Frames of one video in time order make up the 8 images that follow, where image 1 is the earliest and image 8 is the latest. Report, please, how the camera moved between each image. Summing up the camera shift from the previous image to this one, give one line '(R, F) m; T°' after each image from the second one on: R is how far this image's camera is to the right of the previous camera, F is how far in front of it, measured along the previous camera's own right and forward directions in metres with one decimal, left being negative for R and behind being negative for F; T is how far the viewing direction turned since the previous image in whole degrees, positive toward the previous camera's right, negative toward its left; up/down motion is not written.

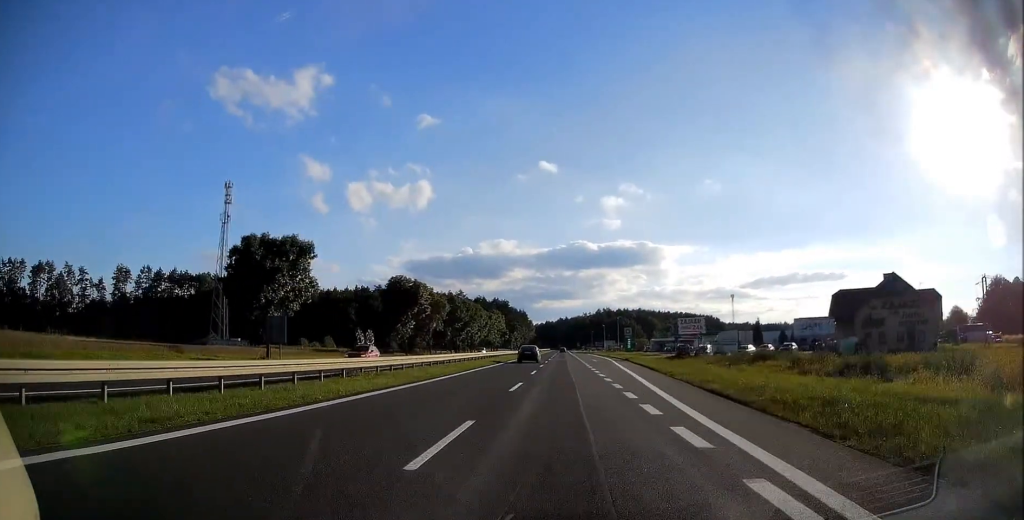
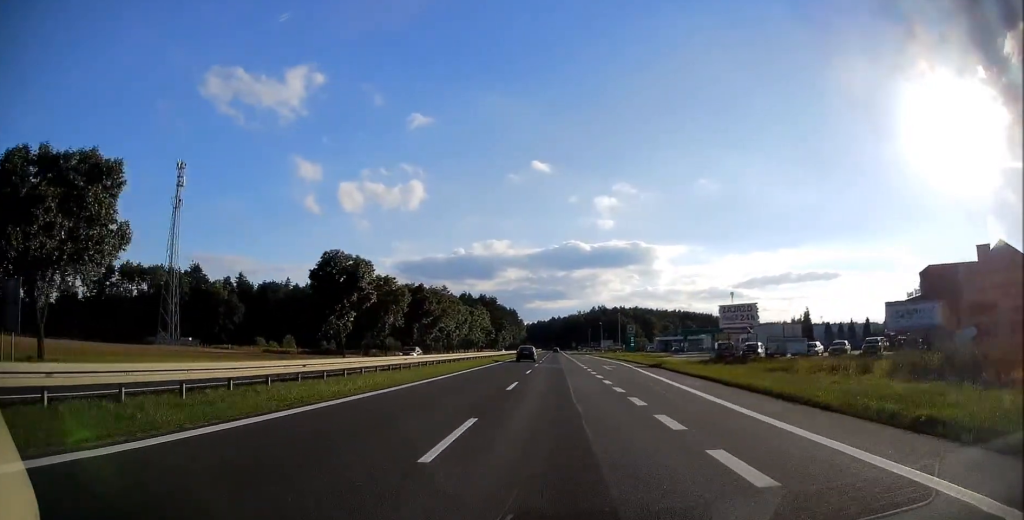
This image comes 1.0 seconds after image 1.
(0.0, +23.2) m; 0°
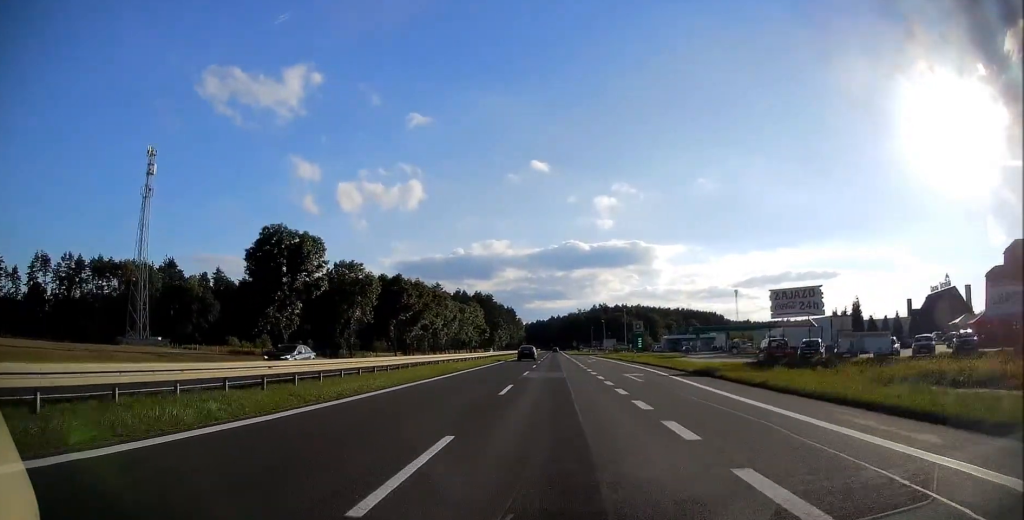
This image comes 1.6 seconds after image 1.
(0.0, +14.1) m; 0°
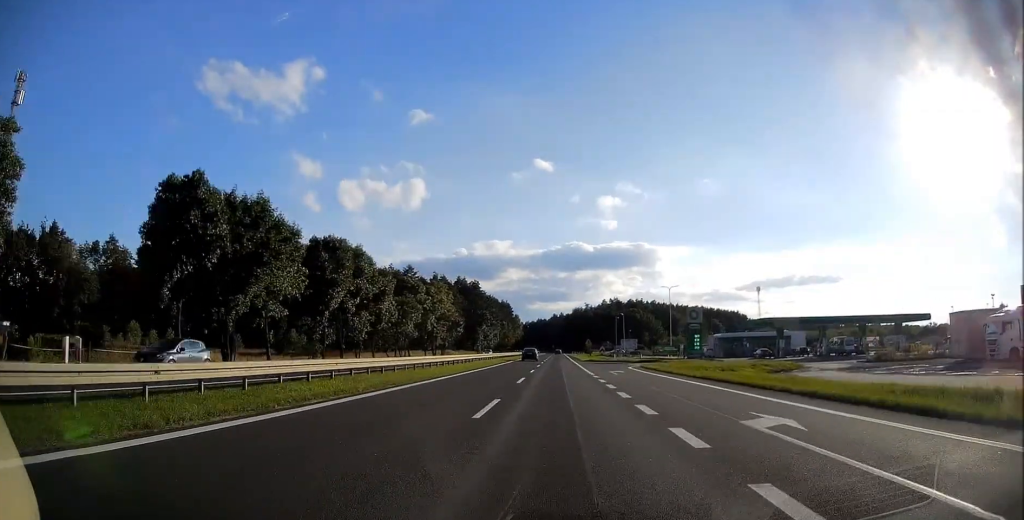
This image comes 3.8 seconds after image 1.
(-0.3, +52.8) m; 0°
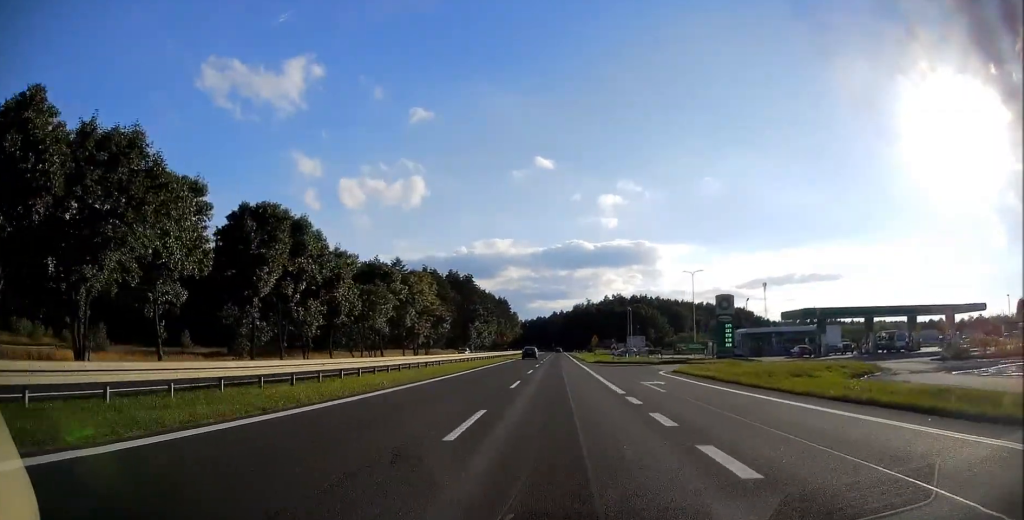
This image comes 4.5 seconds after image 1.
(+0.1, +15.1) m; 0°
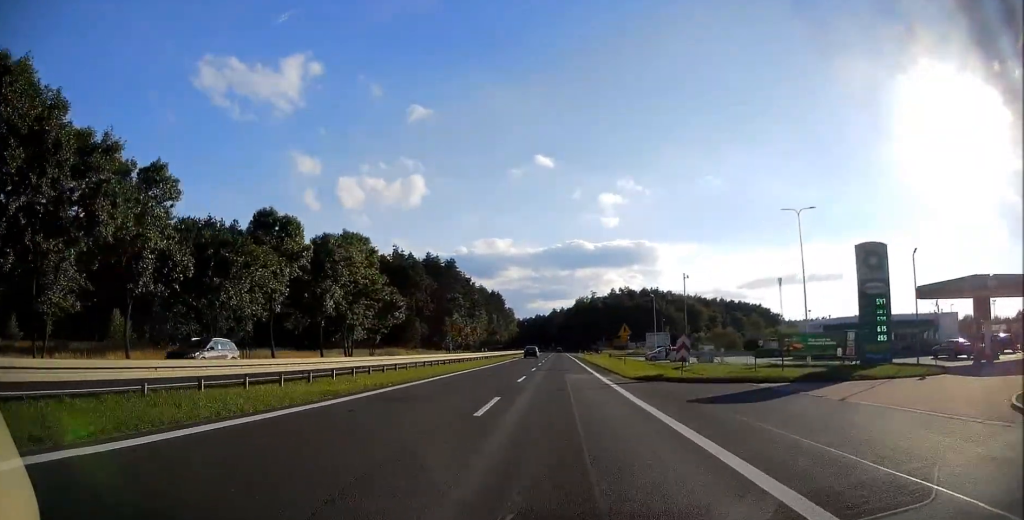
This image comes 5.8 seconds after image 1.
(-0.2, +32.7) m; -1°
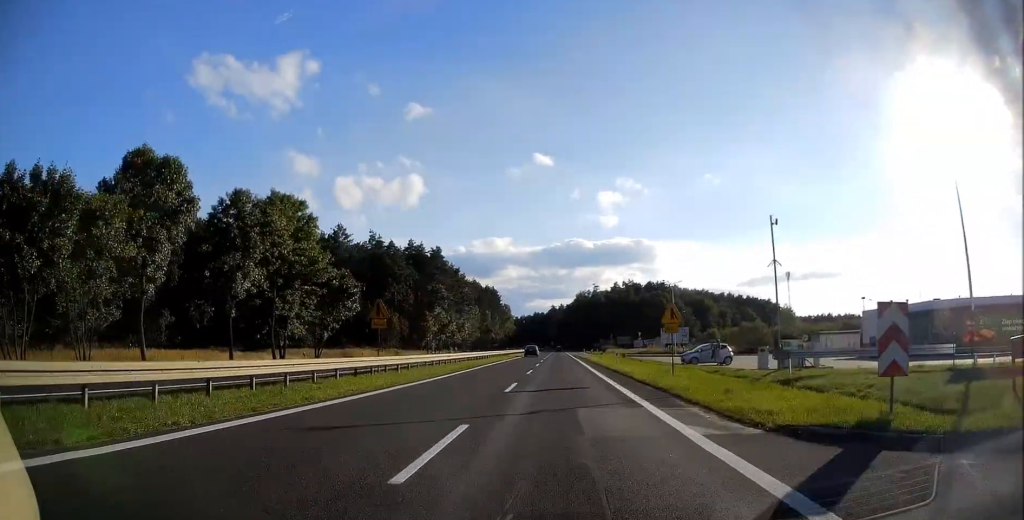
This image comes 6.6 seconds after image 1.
(-0.1, +17.6) m; 0°
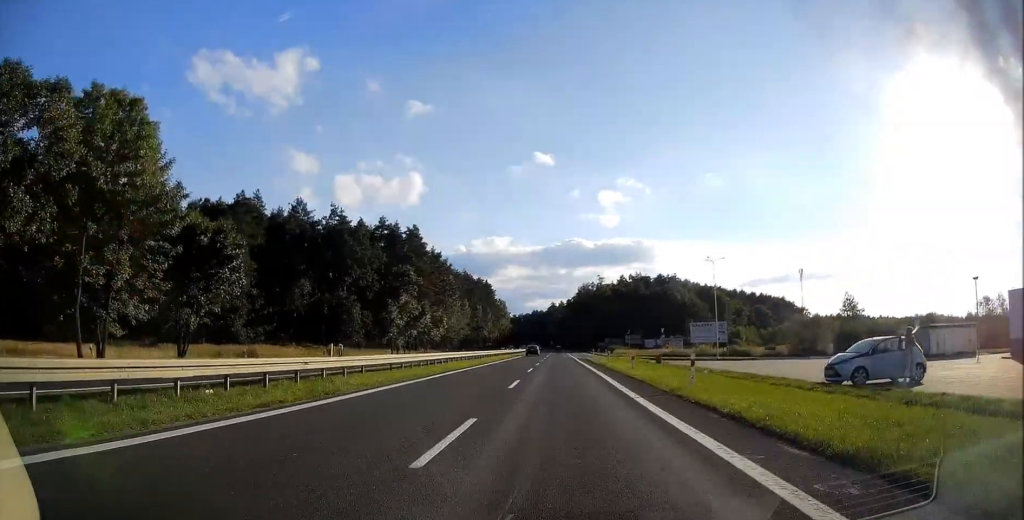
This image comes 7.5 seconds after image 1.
(0.0, +23.2) m; 0°
